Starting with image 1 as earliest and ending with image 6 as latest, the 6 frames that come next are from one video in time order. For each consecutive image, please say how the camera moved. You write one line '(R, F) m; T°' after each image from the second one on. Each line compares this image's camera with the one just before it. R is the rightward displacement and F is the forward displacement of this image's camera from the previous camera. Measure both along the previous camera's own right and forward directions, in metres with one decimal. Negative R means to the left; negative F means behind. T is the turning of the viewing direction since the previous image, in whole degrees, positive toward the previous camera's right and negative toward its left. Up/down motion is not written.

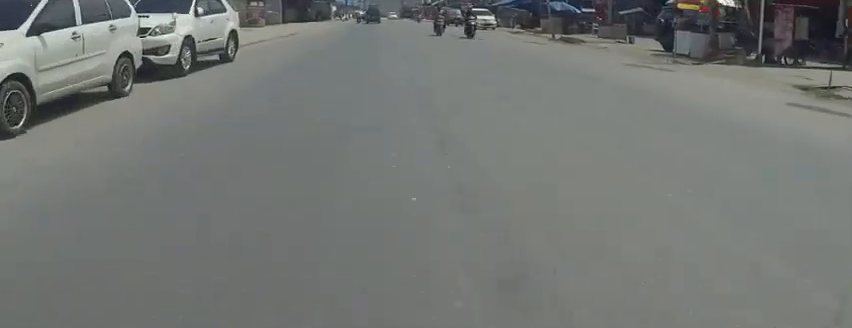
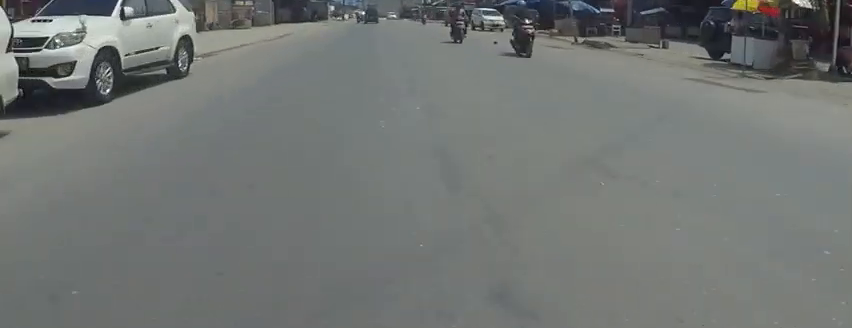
(0.0, +3.0) m; 0°
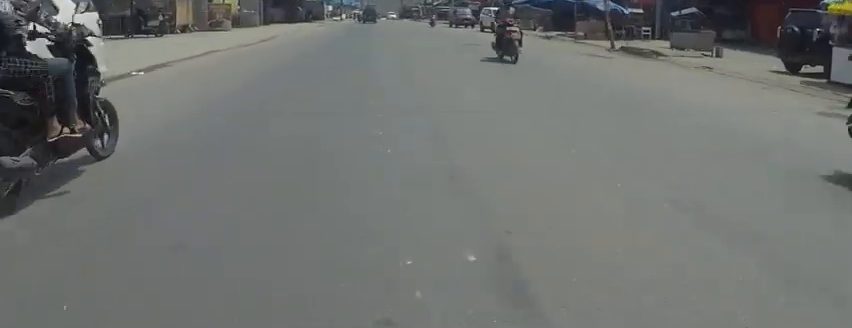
(0.0, +3.8) m; 0°
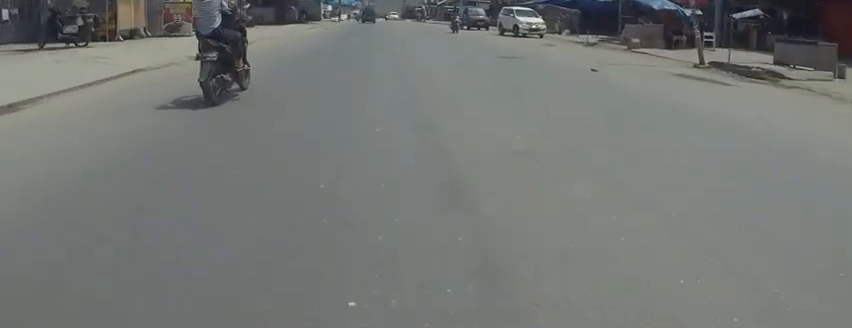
(0.0, +5.5) m; -1°
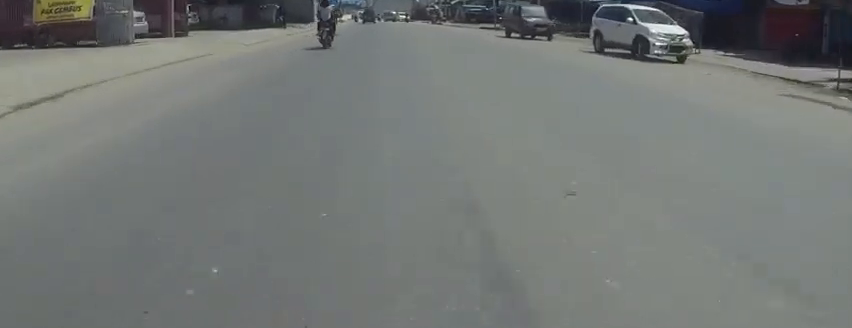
(-0.9, +14.1) m; -4°
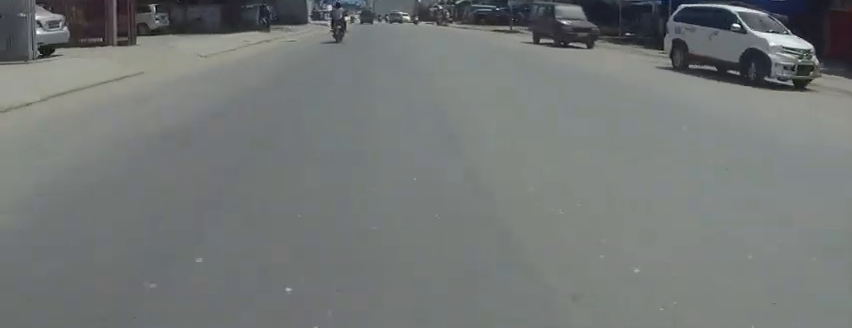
(+0.3, +5.4) m; +1°
